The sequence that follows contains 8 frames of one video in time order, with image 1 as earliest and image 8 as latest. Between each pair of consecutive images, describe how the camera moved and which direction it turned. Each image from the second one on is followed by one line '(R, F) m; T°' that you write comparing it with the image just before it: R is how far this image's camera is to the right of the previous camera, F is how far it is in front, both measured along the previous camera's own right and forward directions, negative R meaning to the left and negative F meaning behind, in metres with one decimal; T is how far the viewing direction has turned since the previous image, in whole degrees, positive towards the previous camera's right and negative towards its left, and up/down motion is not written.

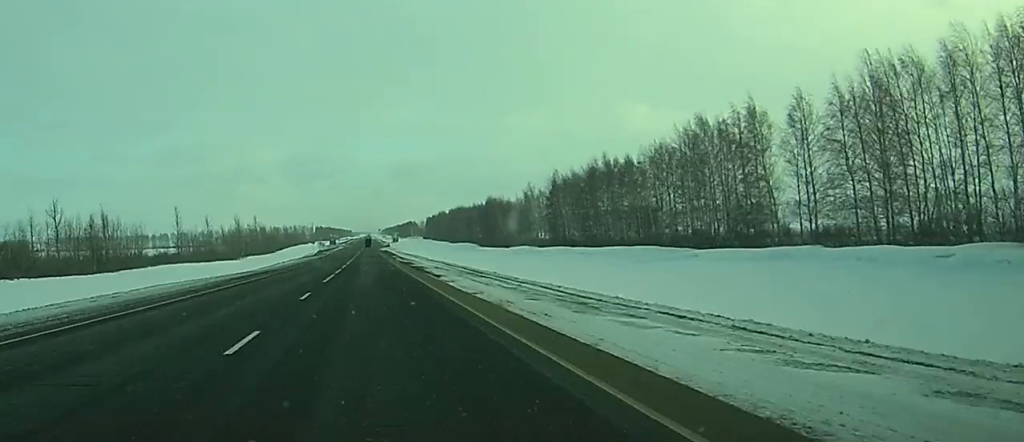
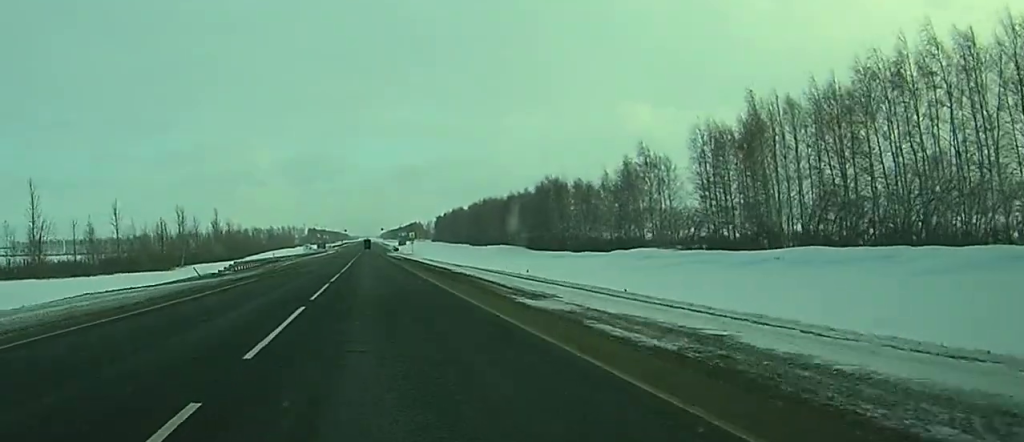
(-0.3, +96.7) m; 0°
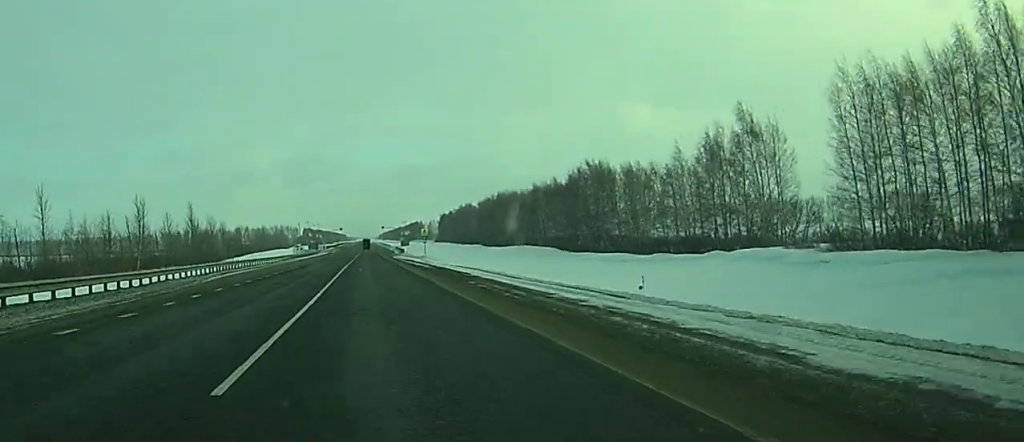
(0.0, +38.8) m; 0°
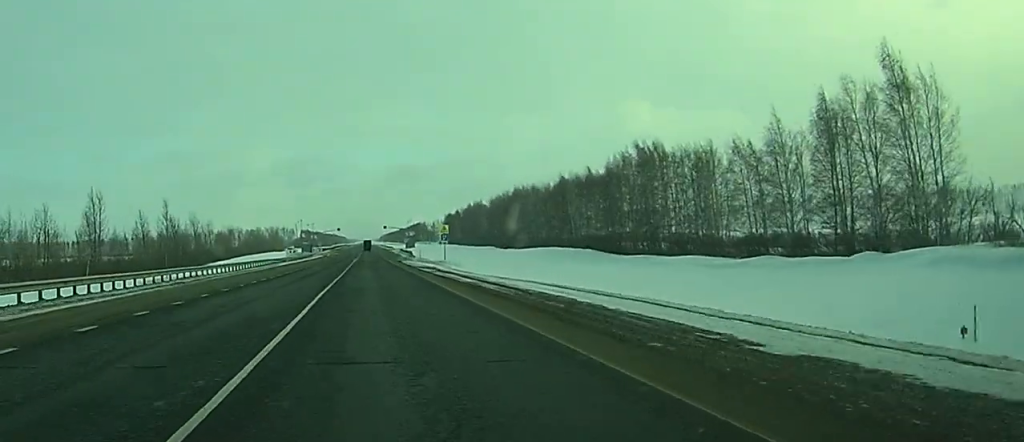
(0.0, +31.3) m; 0°
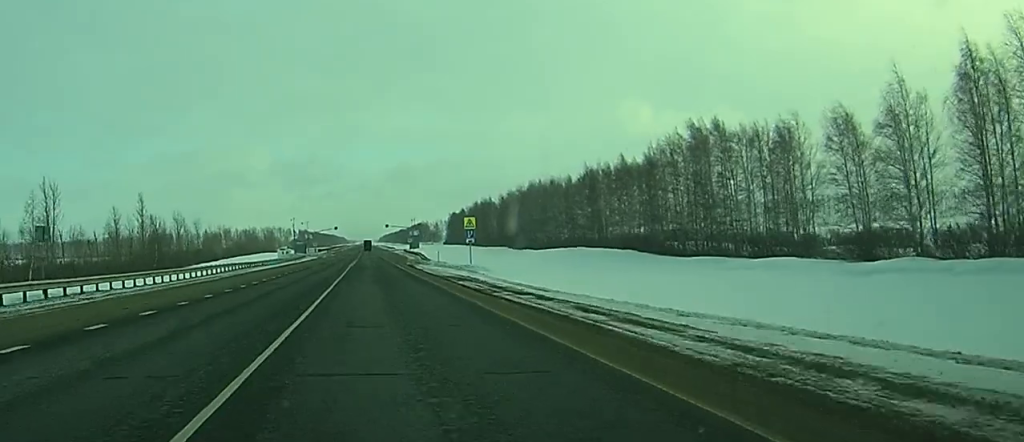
(0.0, +24.0) m; 0°
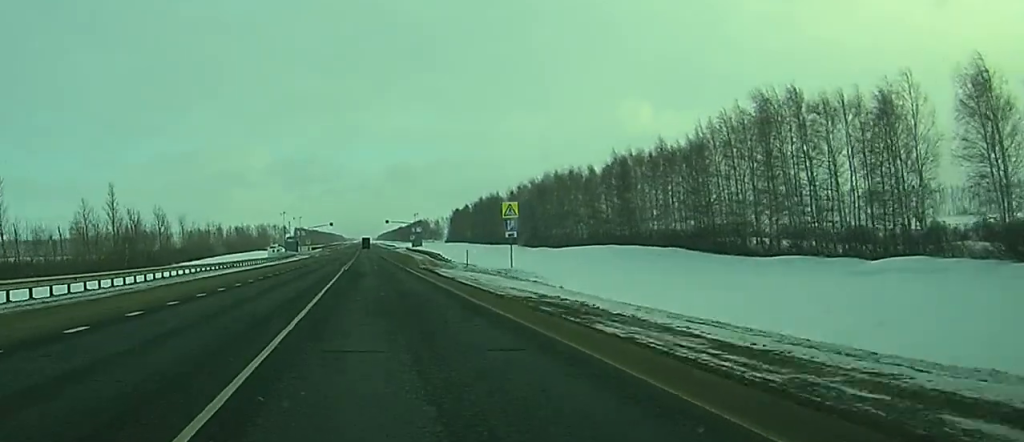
(0.0, +21.3) m; 0°
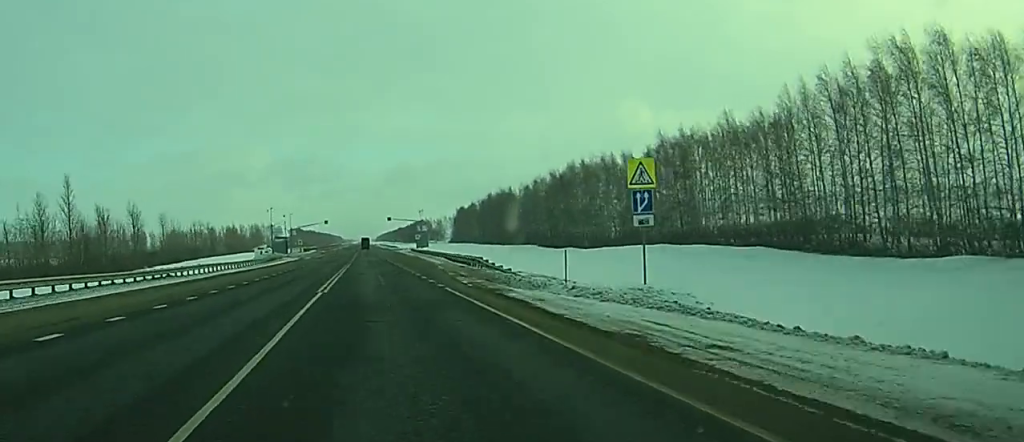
(0.0, +25.6) m; 0°
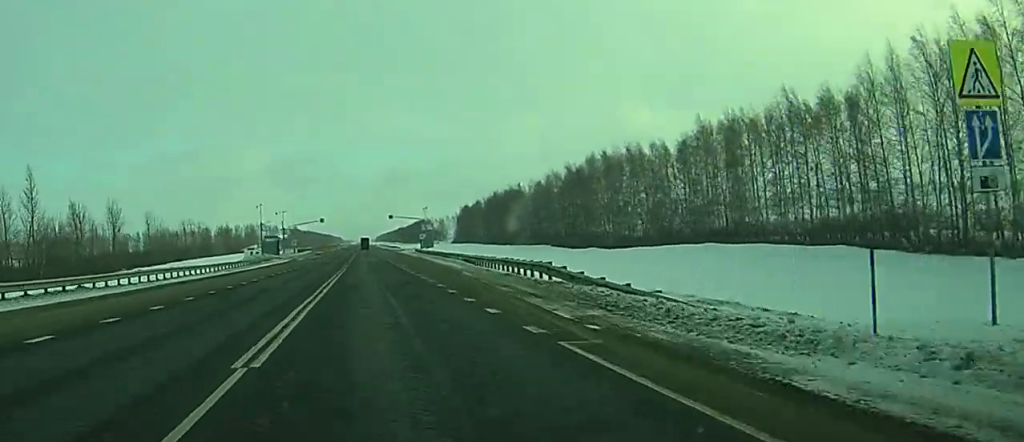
(0.0, +16.5) m; 0°
